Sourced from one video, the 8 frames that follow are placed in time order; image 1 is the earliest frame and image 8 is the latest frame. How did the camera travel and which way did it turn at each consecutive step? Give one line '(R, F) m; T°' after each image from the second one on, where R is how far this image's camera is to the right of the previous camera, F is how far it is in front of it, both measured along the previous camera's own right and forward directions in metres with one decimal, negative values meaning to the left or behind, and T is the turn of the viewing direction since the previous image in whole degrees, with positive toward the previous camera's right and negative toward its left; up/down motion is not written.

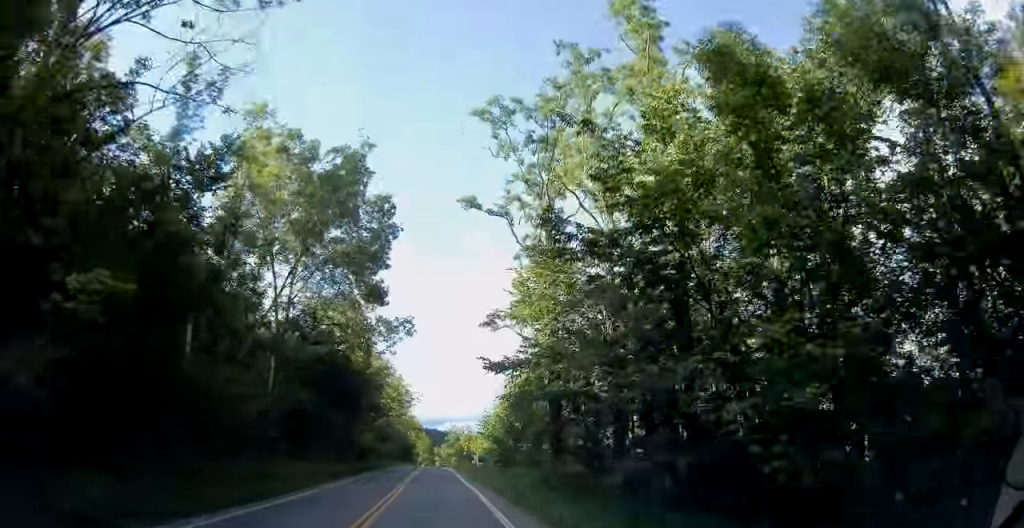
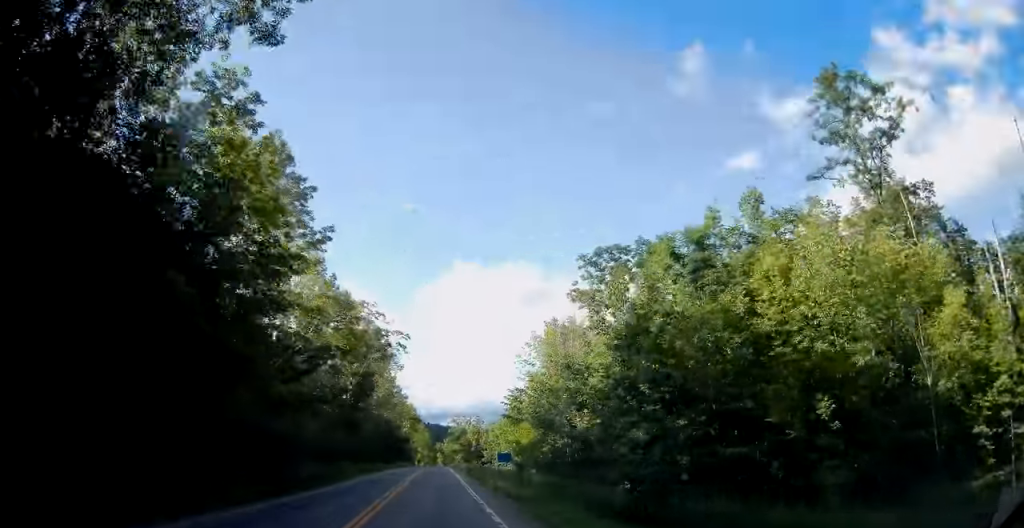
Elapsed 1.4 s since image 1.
(+0.1, +33.4) m; 0°
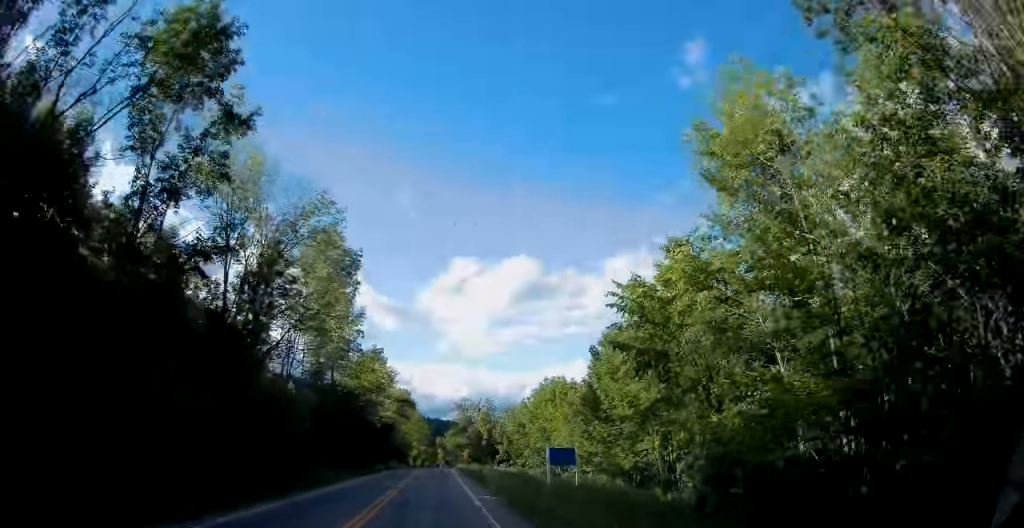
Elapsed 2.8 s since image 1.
(-0.3, +35.9) m; 0°
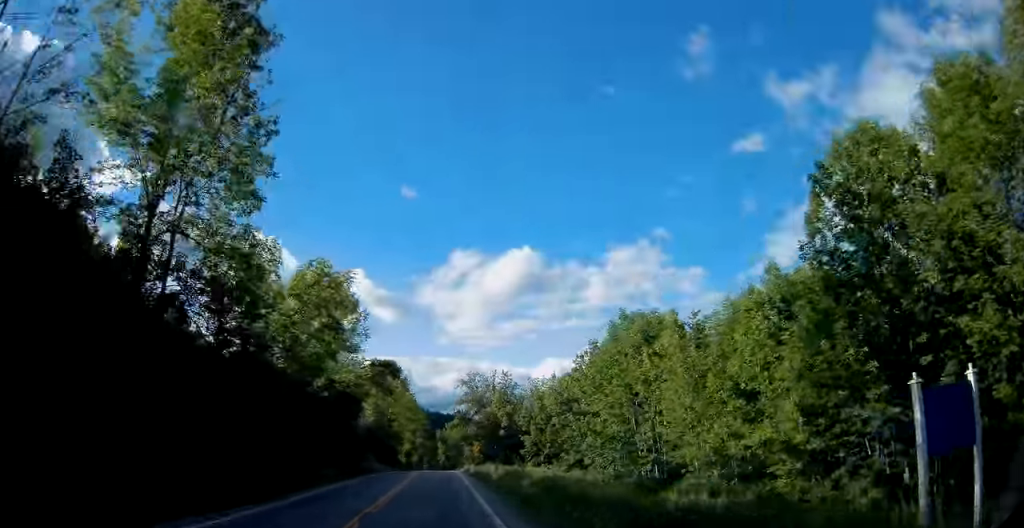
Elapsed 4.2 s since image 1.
(0.0, +32.3) m; 0°
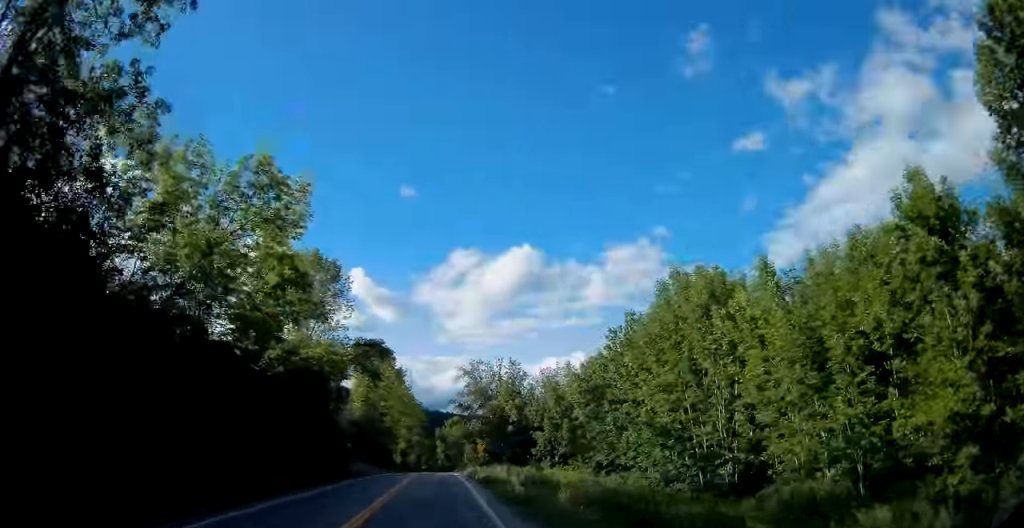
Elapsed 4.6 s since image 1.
(-0.2, +10.4) m; 0°
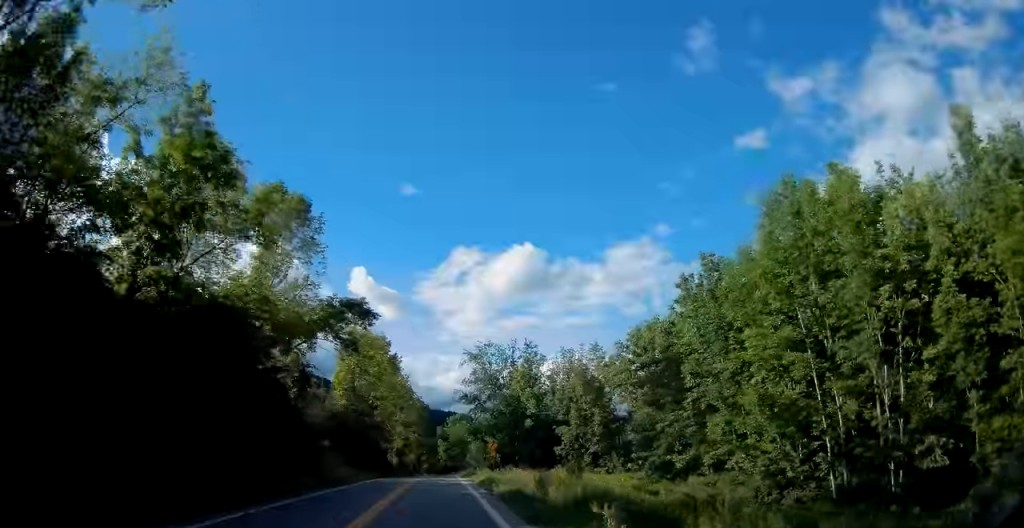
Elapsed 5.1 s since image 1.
(+0.2, +12.8) m; 0°
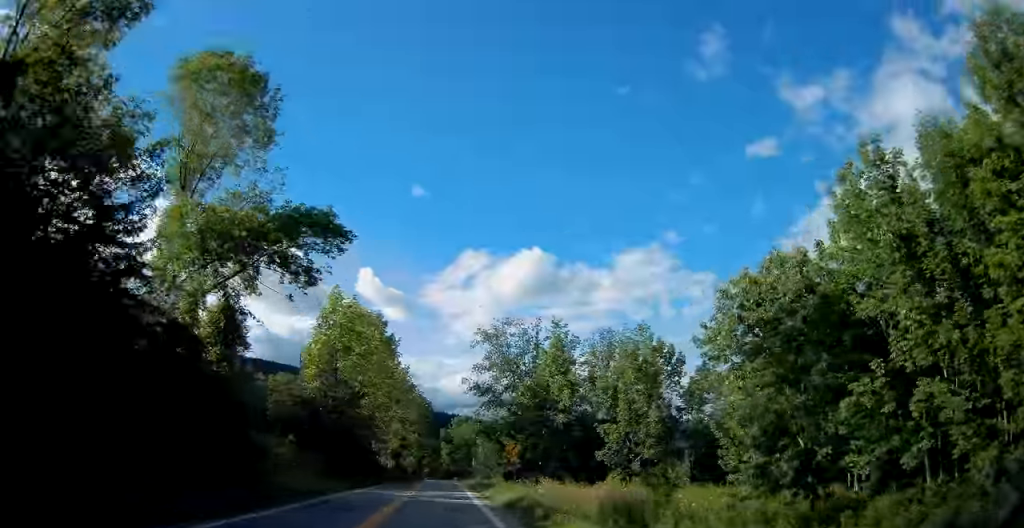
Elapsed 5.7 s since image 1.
(+0.1, +13.6) m; 0°
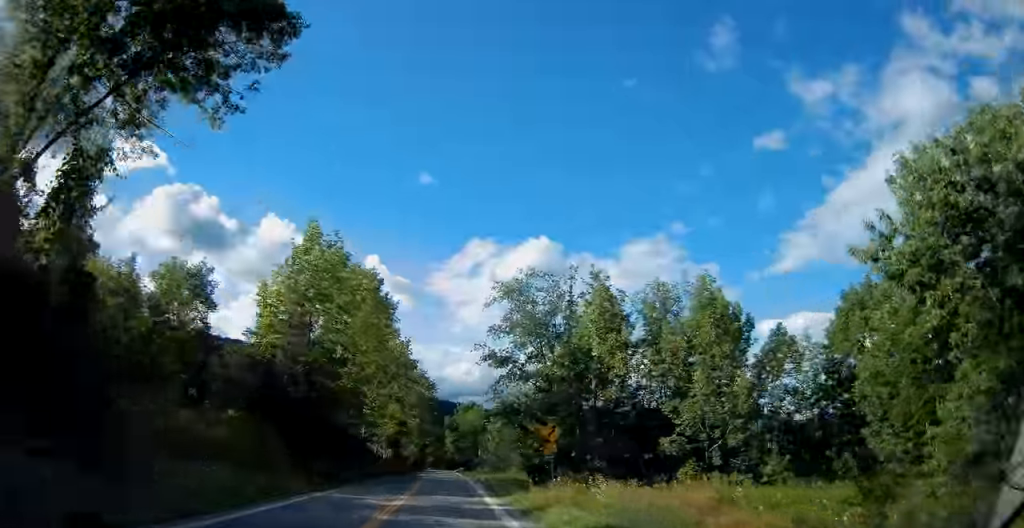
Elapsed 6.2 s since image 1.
(-0.2, +11.8) m; 0°
